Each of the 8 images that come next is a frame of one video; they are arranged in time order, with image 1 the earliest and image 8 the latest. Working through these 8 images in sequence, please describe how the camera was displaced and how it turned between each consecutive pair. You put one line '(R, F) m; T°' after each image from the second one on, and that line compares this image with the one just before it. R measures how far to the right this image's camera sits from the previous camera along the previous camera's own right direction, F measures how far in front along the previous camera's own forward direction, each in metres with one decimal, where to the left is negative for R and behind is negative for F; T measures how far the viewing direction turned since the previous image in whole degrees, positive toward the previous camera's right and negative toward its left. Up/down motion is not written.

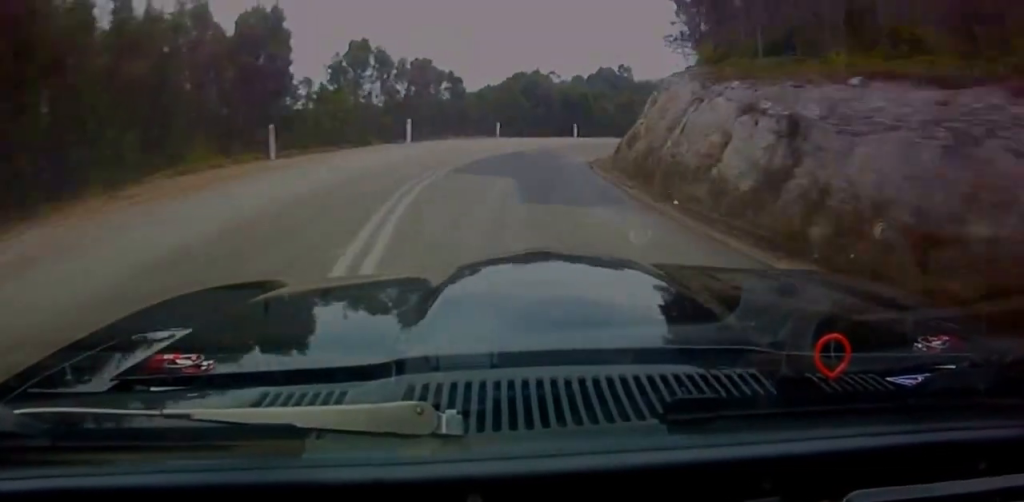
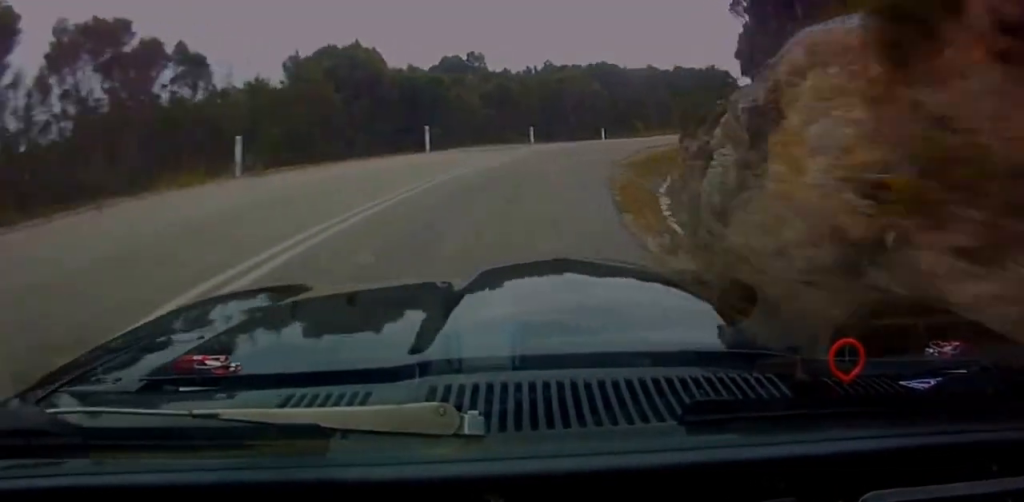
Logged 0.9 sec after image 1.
(+5.4, +27.0) m; +12°
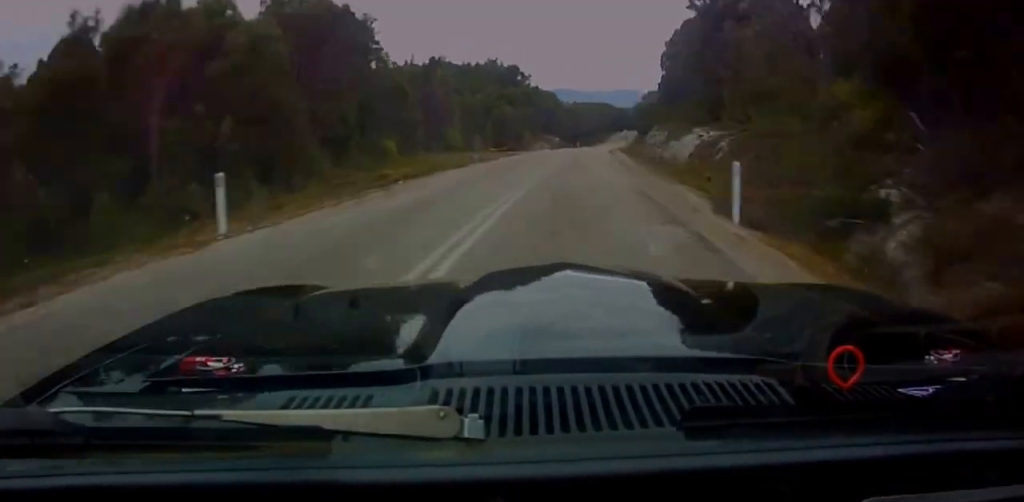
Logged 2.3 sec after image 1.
(+4.7, +44.4) m; +17°
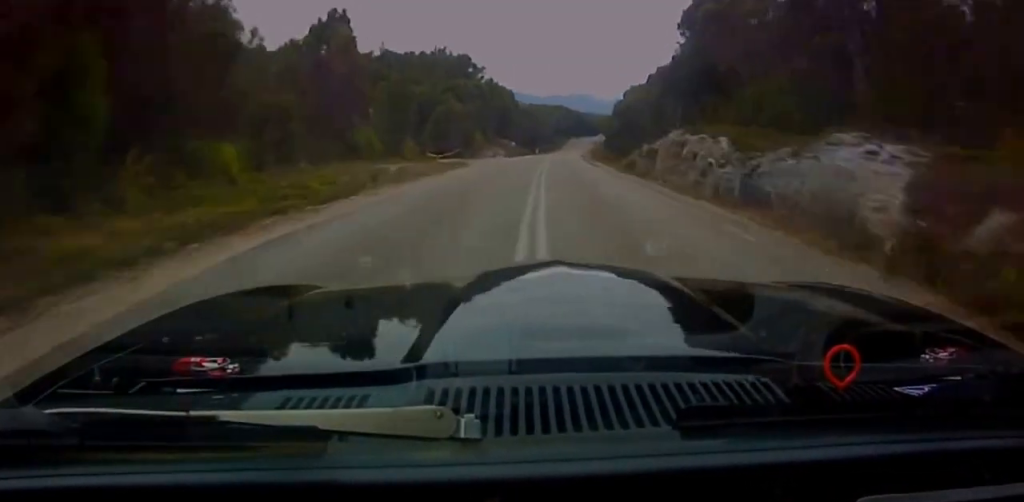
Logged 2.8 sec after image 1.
(+2.6, +18.2) m; +7°
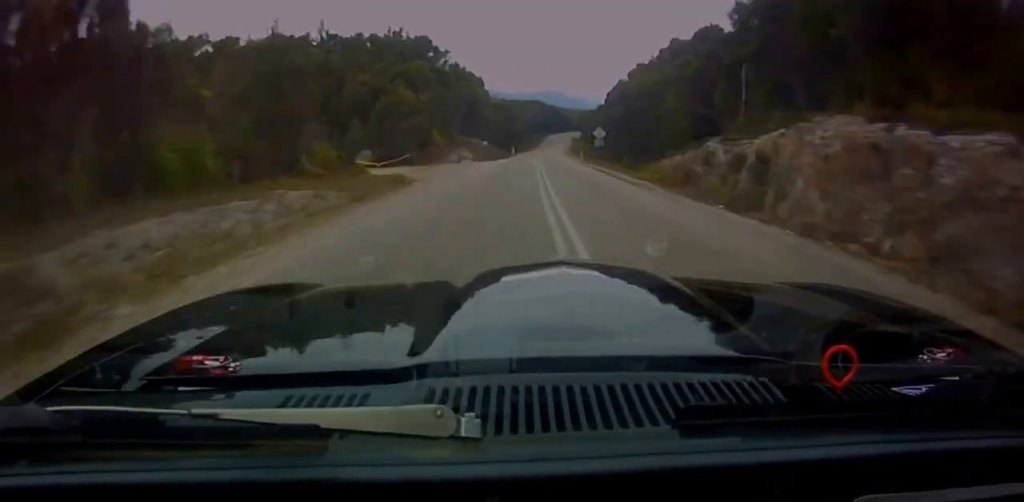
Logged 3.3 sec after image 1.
(+1.2, +19.0) m; +5°
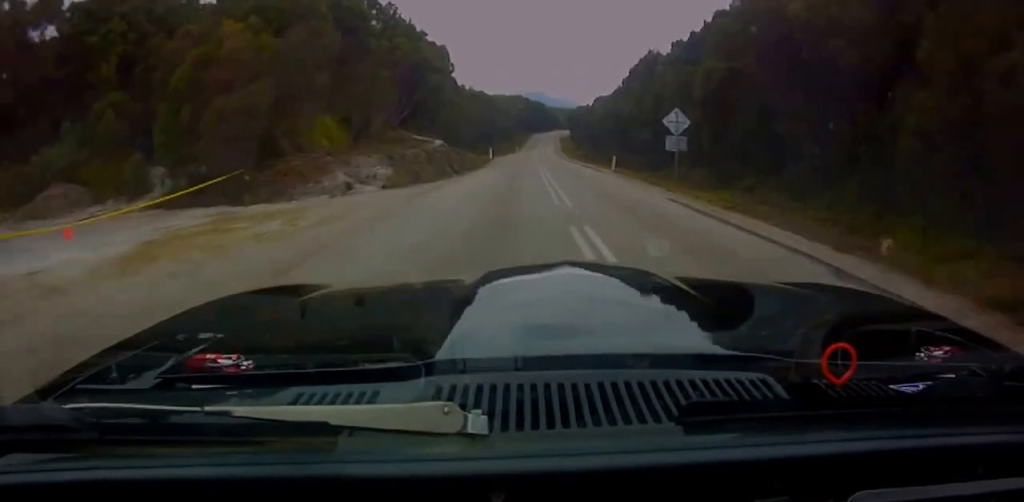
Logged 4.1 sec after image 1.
(+1.4, +34.0) m; +2°
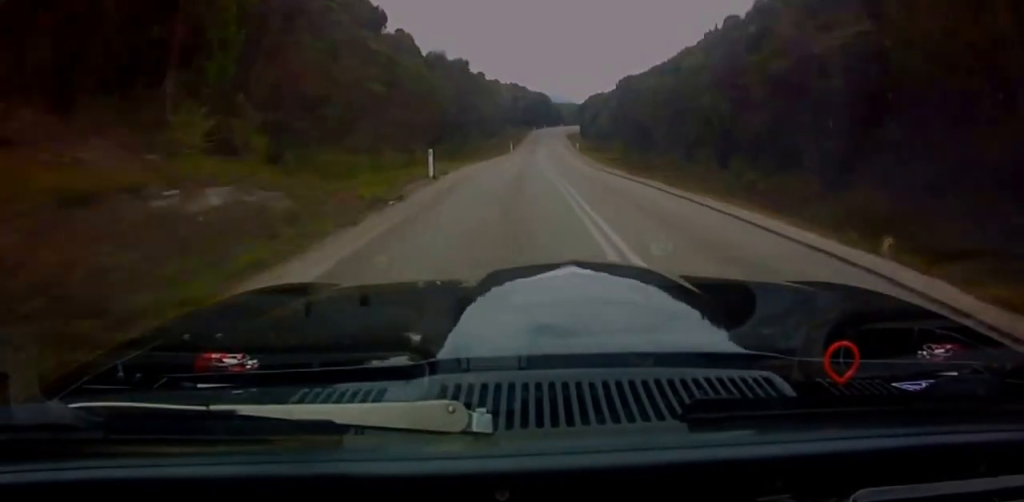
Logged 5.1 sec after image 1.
(-0.3, +44.9) m; 0°
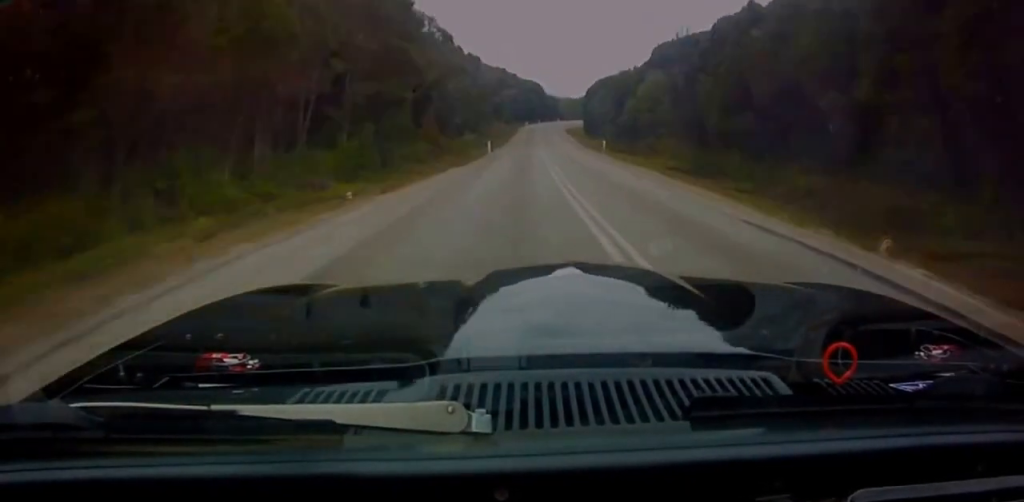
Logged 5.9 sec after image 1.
(+0.2, +34.4) m; 0°
